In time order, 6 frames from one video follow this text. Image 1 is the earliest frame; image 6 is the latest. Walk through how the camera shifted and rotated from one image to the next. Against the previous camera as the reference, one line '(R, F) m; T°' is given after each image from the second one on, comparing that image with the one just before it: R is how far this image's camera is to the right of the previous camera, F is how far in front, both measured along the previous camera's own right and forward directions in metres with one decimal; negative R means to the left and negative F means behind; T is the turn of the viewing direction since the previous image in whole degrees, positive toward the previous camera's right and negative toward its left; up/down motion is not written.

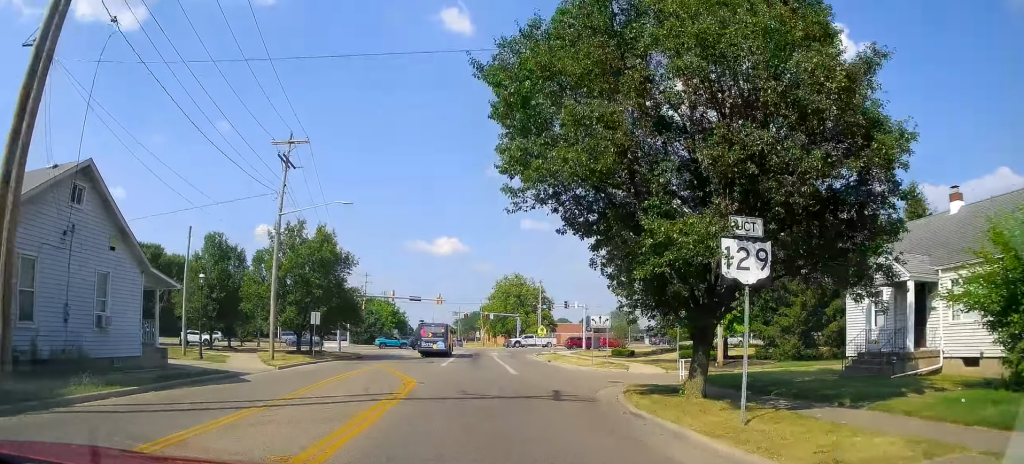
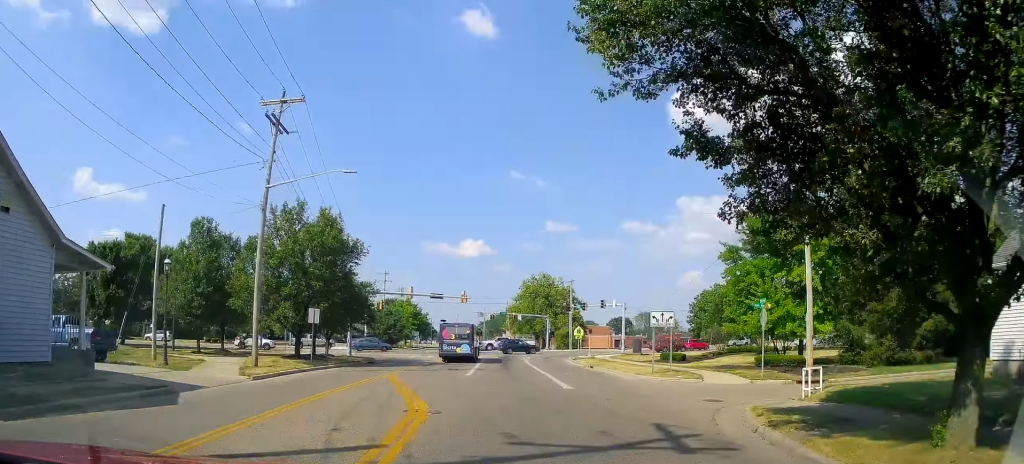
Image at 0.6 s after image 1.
(-0.3, +6.1) m; -3°
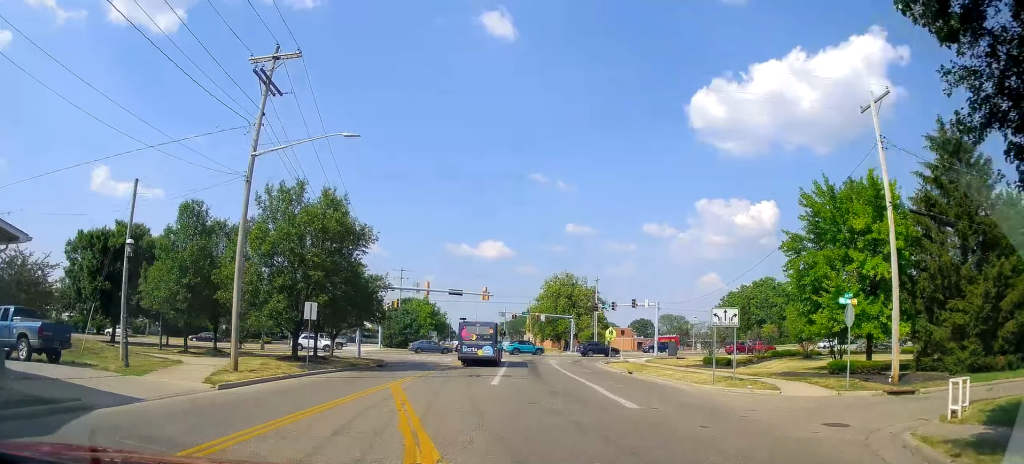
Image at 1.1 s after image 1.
(-0.3, +4.6) m; -3°
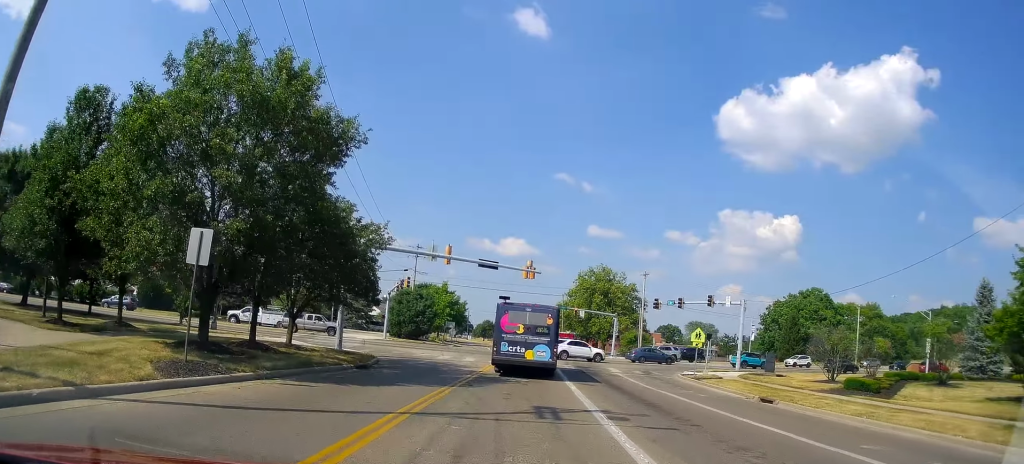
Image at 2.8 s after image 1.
(-0.3, +13.9) m; 0°
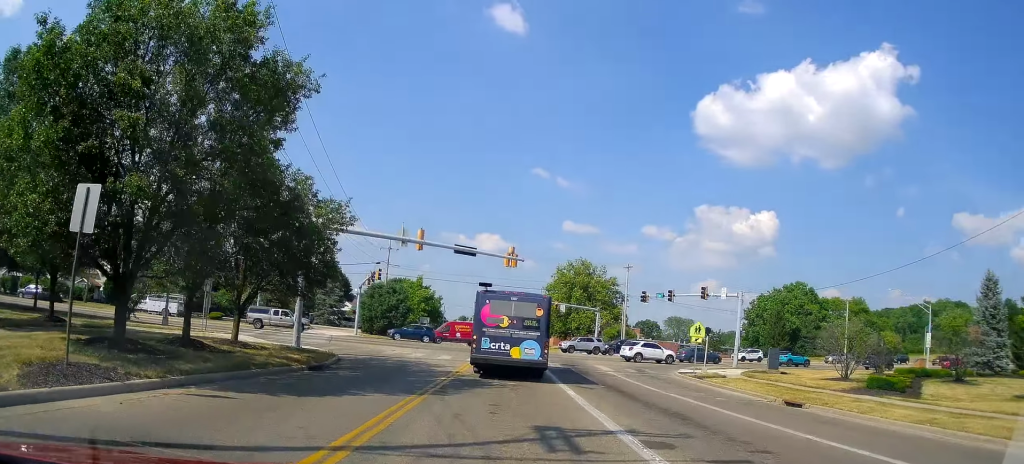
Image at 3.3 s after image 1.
(0.0, +3.5) m; +1°
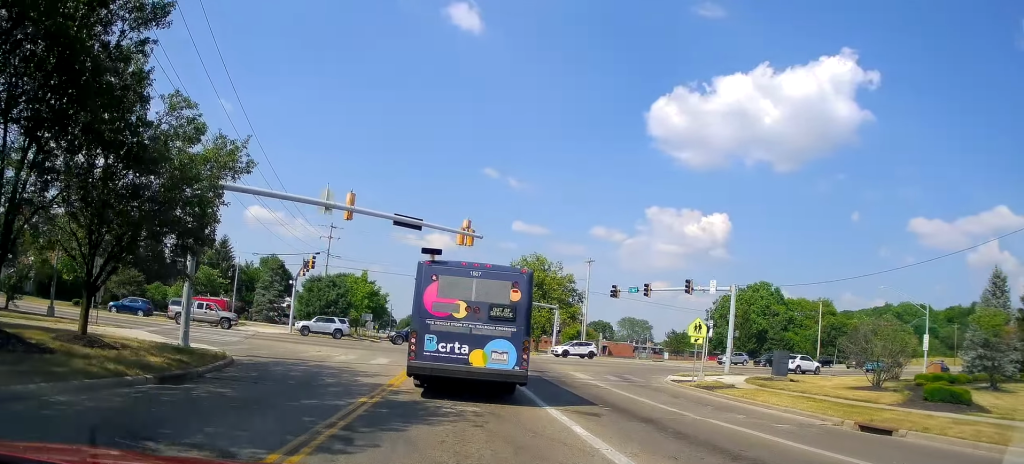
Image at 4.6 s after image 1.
(+0.5, +6.3) m; +9°
